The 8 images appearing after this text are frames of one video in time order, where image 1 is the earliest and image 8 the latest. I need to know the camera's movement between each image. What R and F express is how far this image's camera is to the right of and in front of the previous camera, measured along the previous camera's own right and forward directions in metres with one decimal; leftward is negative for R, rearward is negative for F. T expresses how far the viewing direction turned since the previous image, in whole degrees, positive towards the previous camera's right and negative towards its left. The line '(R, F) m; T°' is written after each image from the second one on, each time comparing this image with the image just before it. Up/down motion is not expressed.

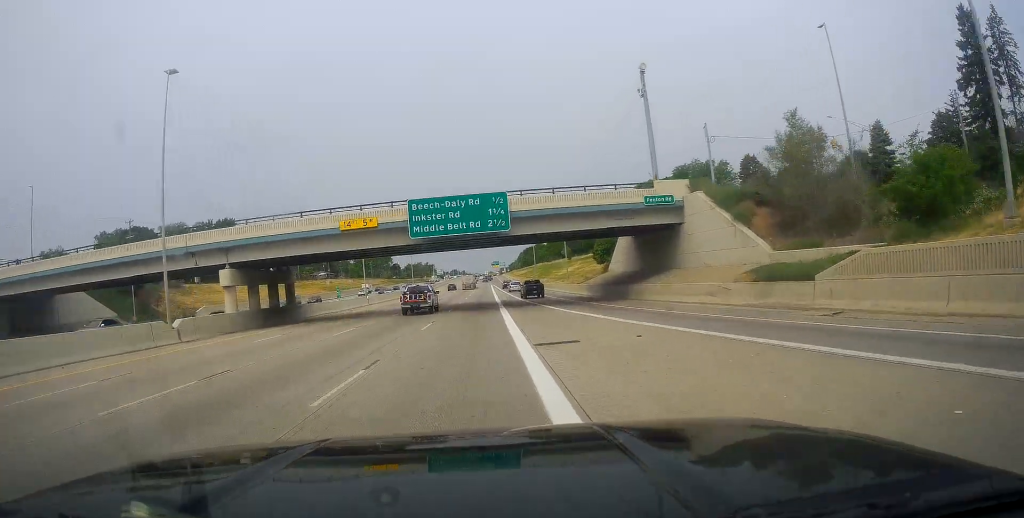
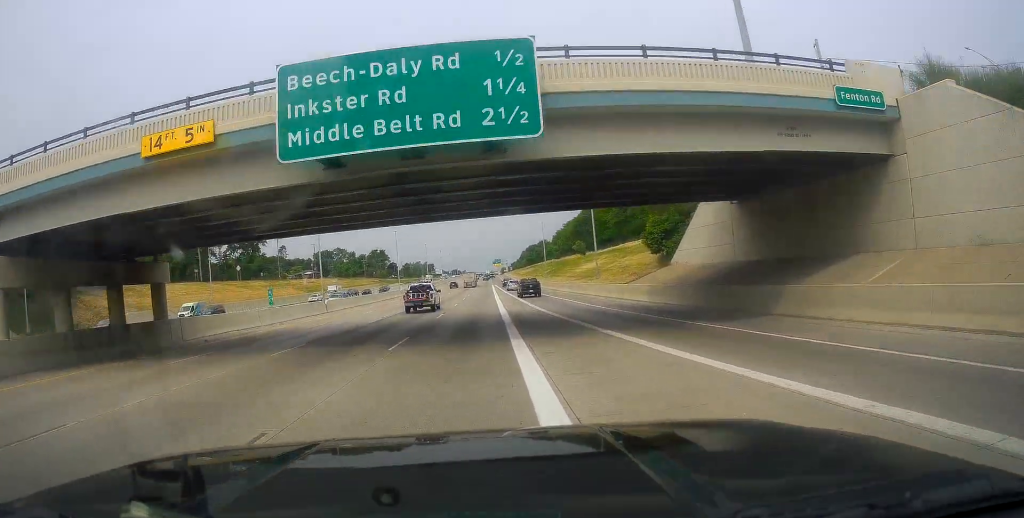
(+0.3, +22.5) m; 0°
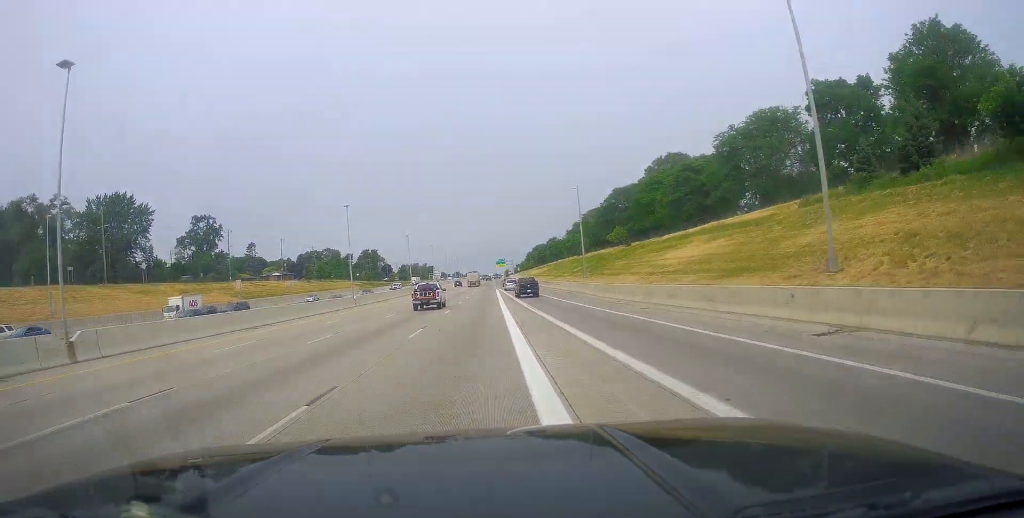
(-0.2, +41.9) m; 0°
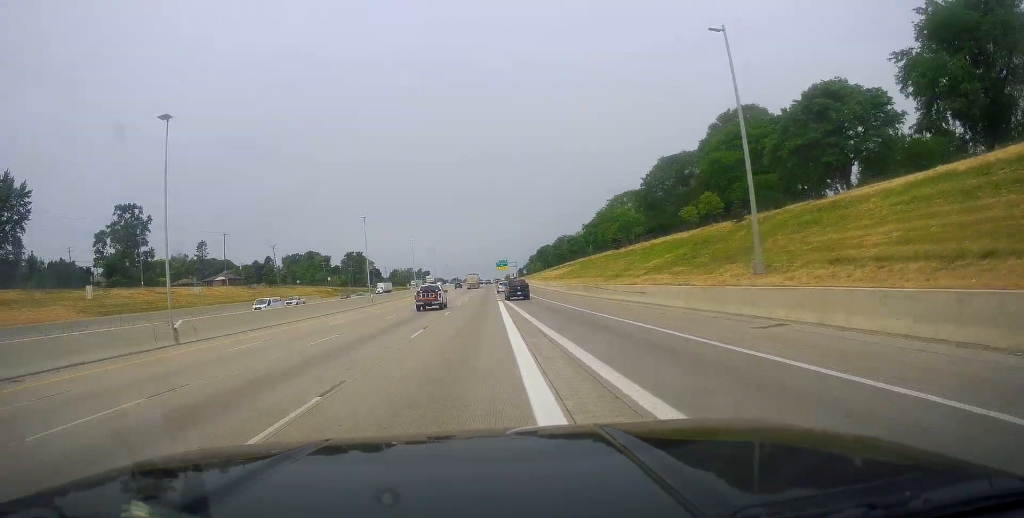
(-0.3, +44.5) m; -1°
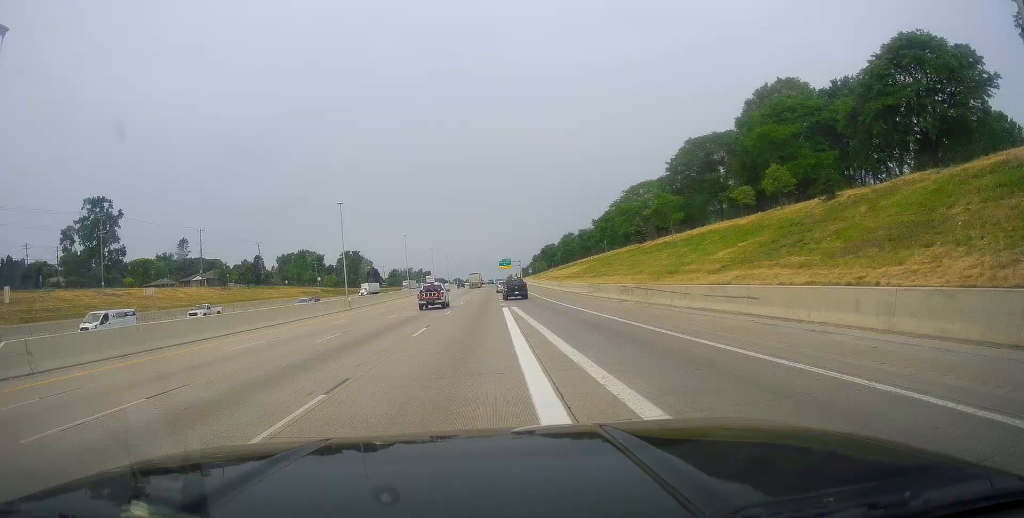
(0.0, +15.0) m; 0°
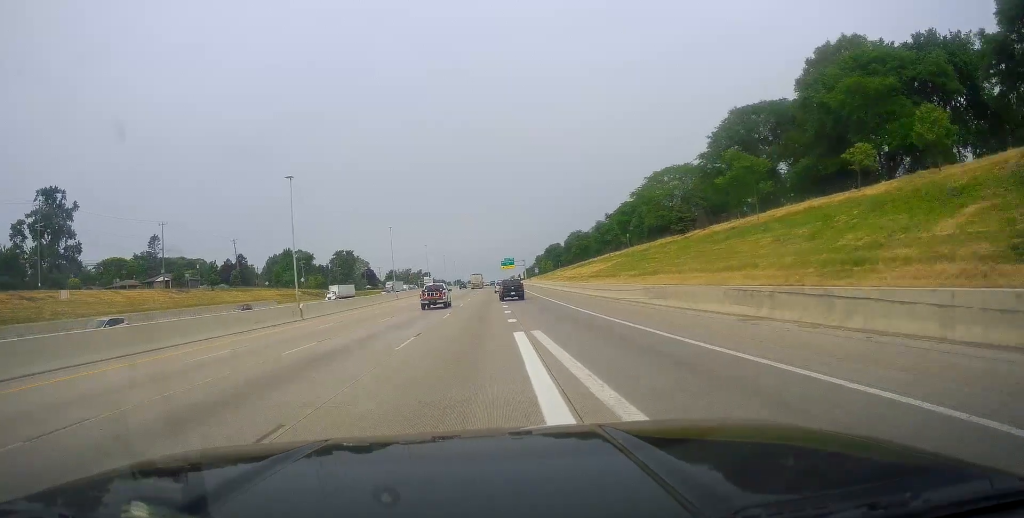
(0.0, +19.1) m; 0°
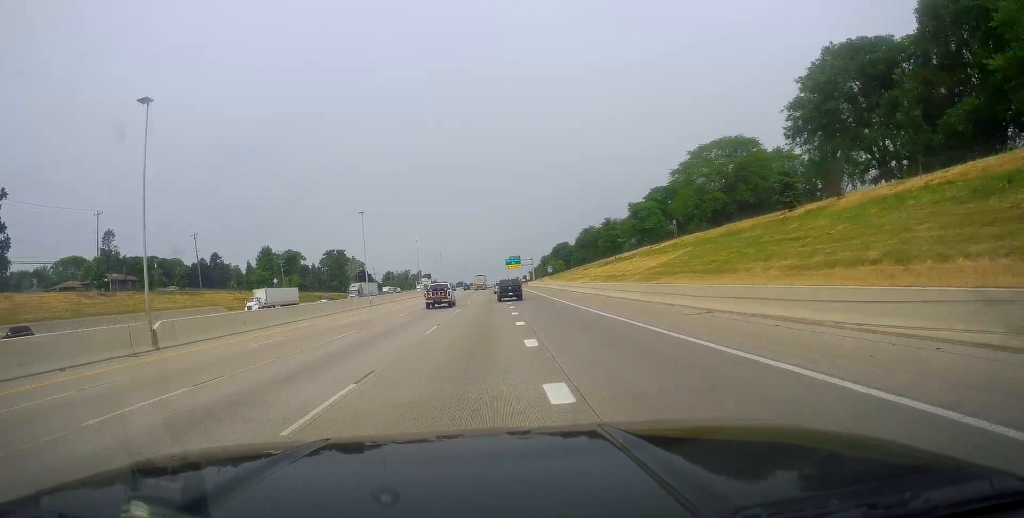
(0.0, +25.3) m; 0°
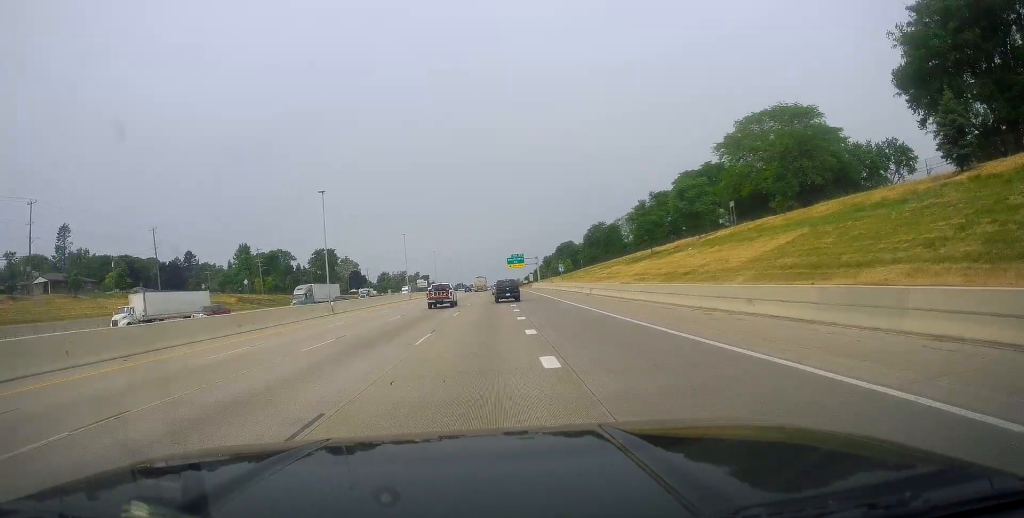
(0.0, +19.4) m; +1°
